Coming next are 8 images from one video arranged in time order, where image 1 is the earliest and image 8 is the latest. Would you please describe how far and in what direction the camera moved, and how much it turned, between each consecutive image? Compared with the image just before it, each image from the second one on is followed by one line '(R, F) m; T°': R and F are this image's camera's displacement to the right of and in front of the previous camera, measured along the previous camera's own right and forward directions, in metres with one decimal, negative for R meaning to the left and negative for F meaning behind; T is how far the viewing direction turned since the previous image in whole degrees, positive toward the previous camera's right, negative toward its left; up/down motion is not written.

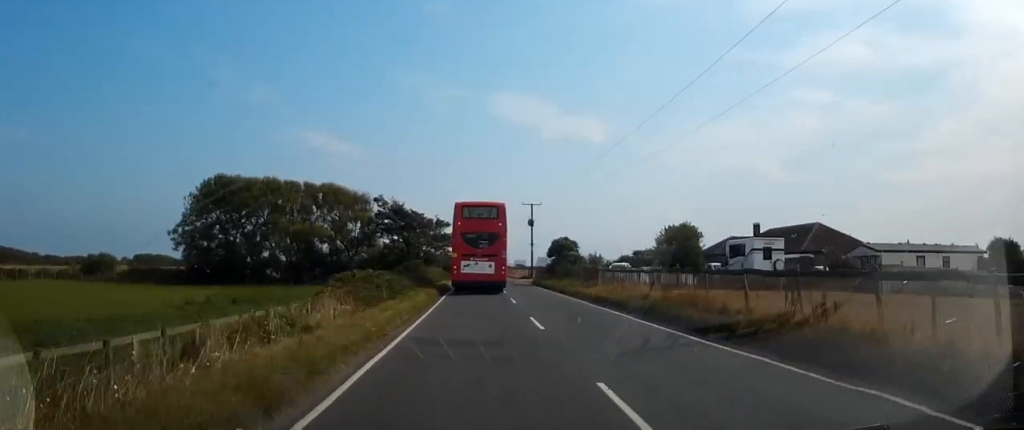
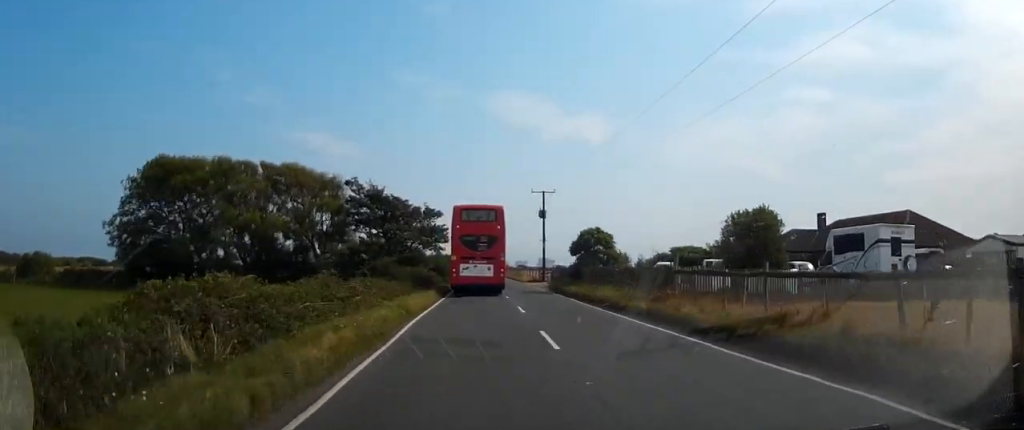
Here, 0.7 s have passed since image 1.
(0.0, +12.7) m; 0°
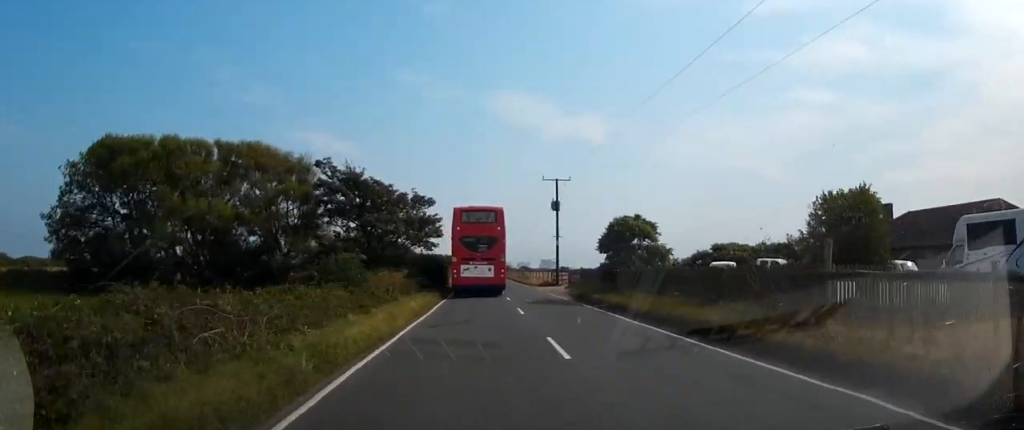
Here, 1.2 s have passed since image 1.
(-0.2, +9.0) m; 0°
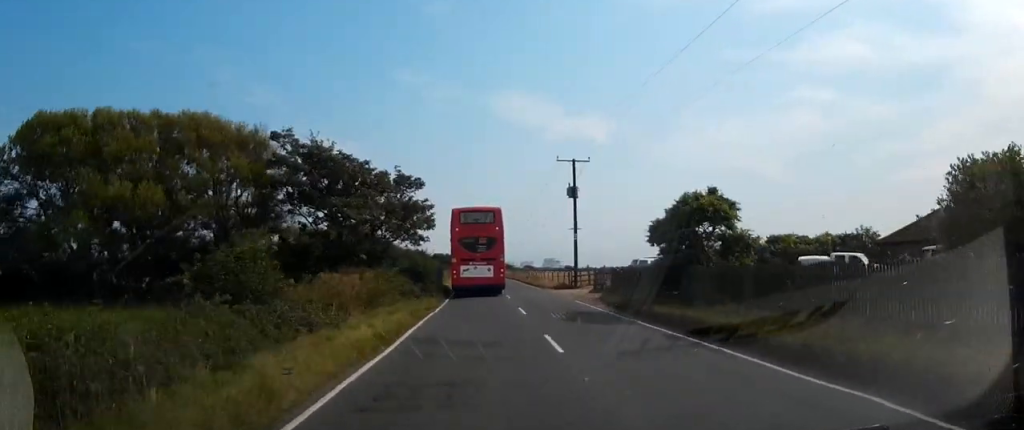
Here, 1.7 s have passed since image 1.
(0.0, +8.4) m; 0°
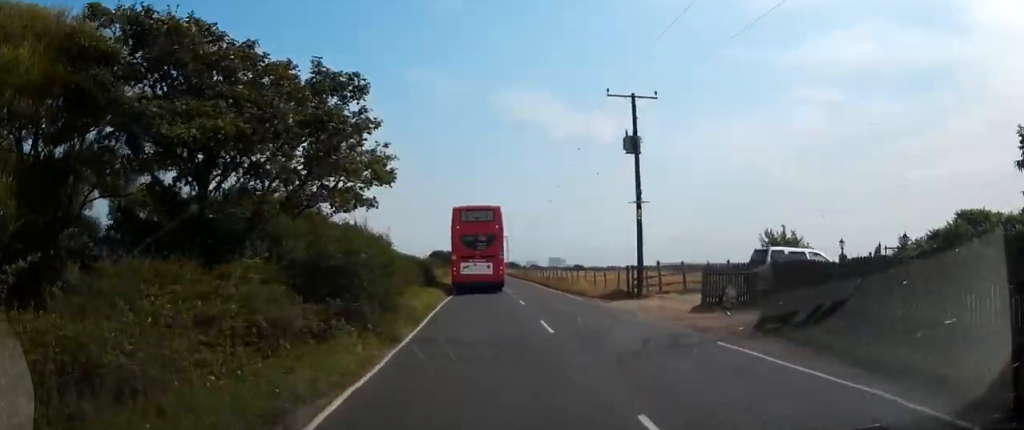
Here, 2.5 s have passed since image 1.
(+0.2, +15.6) m; 0°
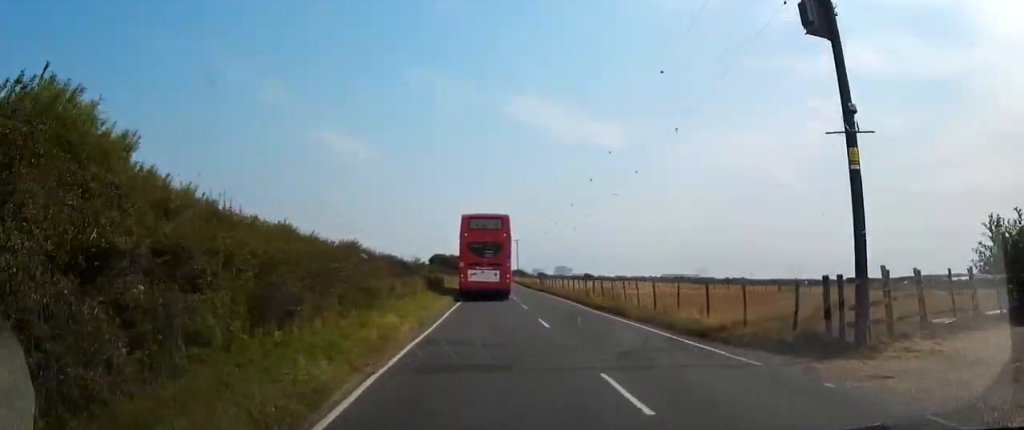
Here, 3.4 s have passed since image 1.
(-0.3, +15.0) m; -1°
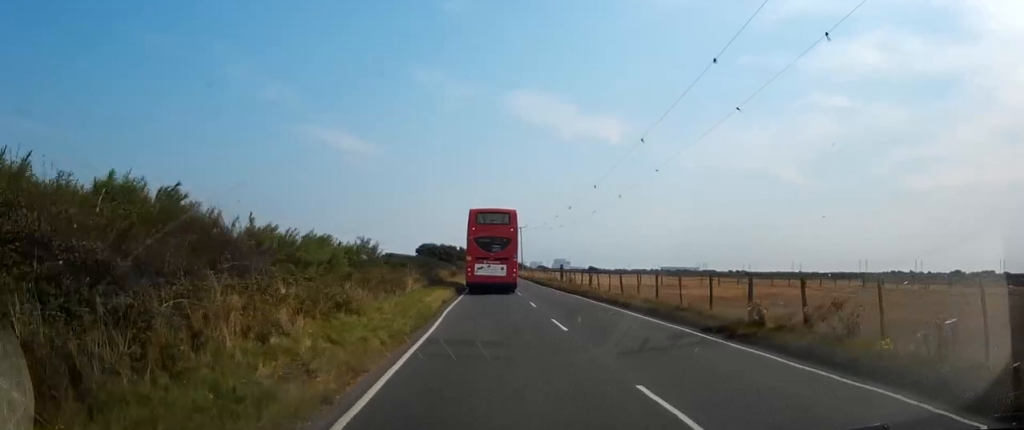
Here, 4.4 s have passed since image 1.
(-0.1, +19.4) m; 0°
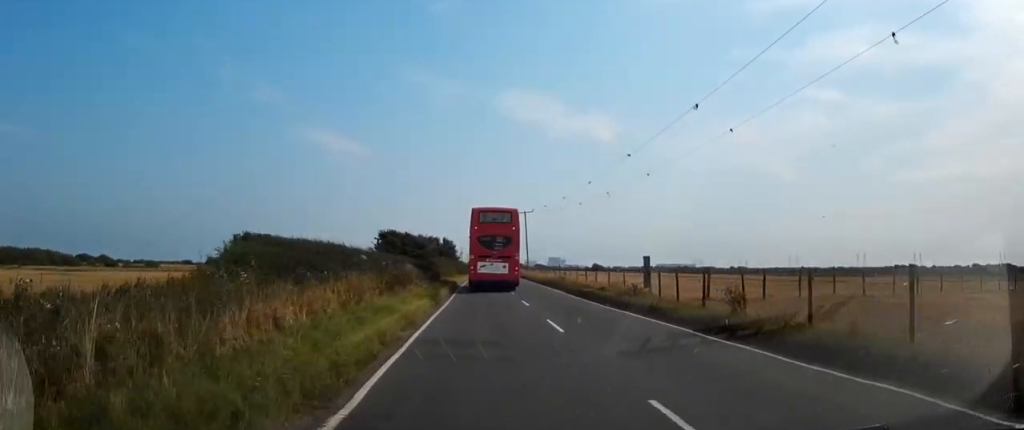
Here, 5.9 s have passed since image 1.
(+0.3, +27.4) m; +1°
